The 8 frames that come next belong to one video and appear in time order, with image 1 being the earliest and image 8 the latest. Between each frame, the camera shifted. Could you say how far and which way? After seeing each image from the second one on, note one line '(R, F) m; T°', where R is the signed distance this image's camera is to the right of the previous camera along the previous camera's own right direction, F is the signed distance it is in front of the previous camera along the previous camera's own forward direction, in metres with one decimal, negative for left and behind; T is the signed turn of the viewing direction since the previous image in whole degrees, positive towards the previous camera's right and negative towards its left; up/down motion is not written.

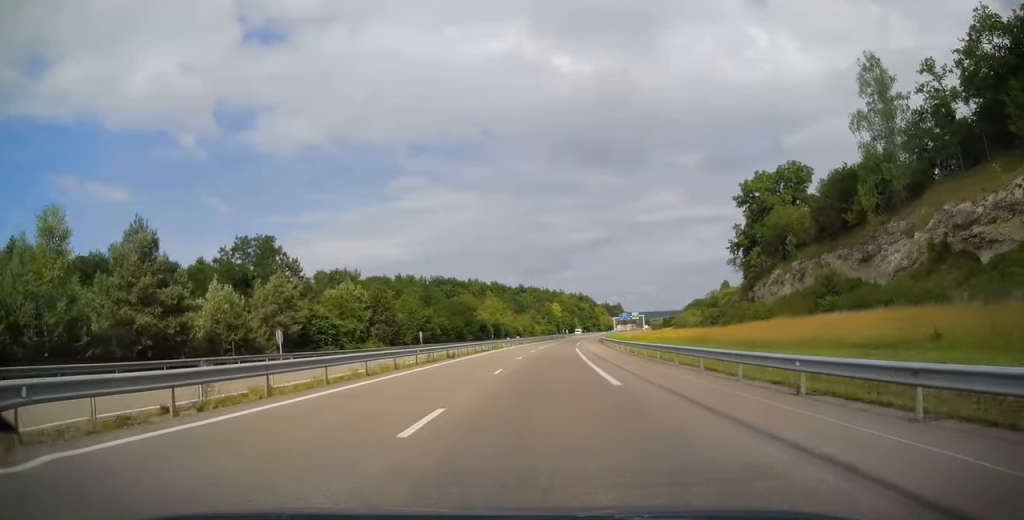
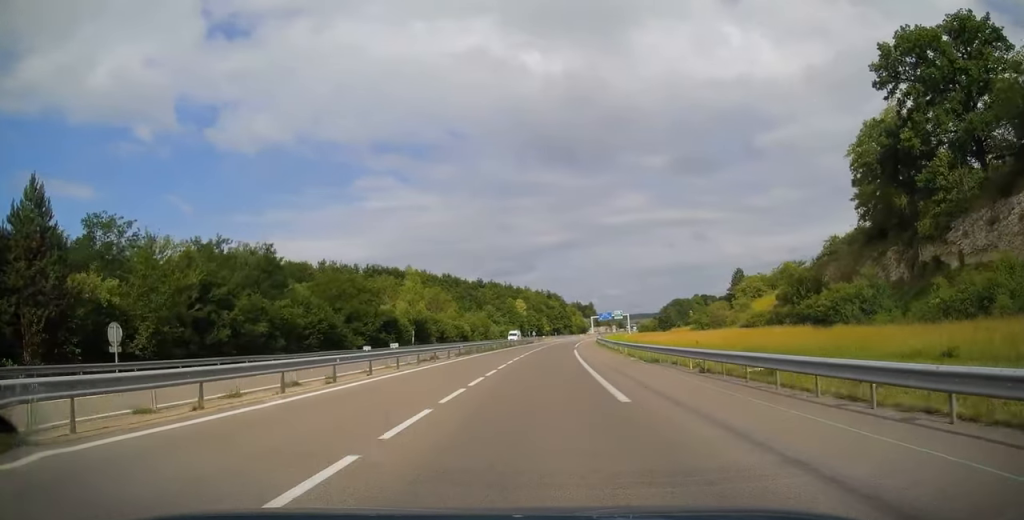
(+1.0, +56.8) m; +3°
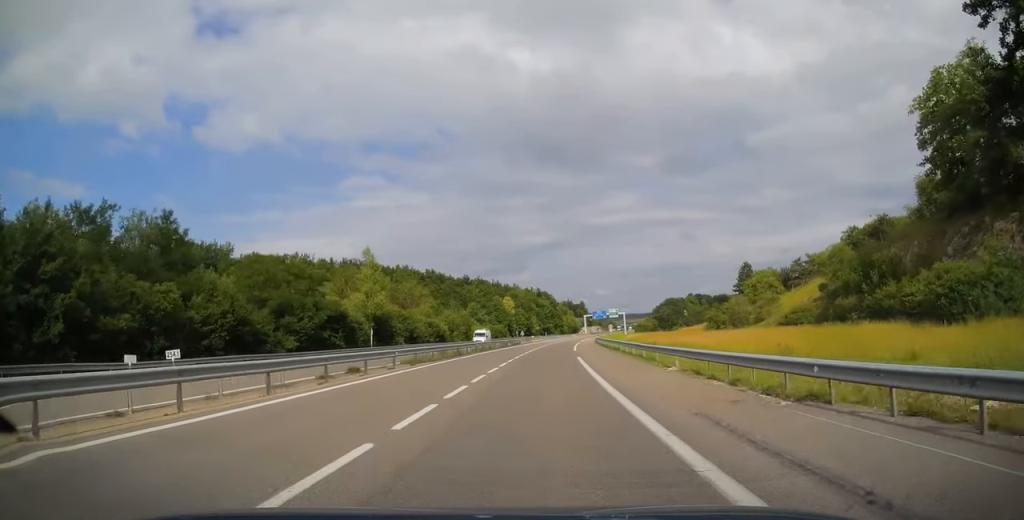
(+0.2, +16.7) m; +1°
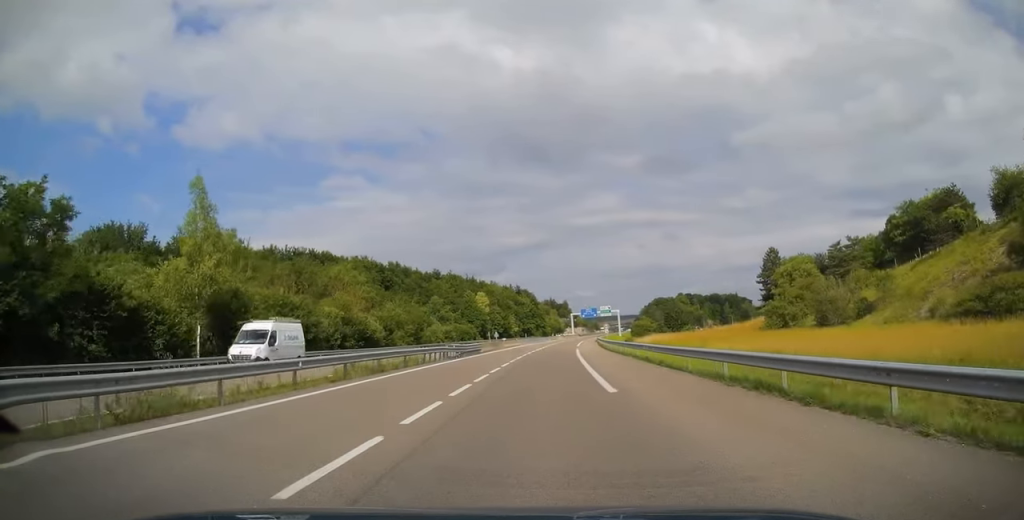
(+0.7, +34.3) m; +2°
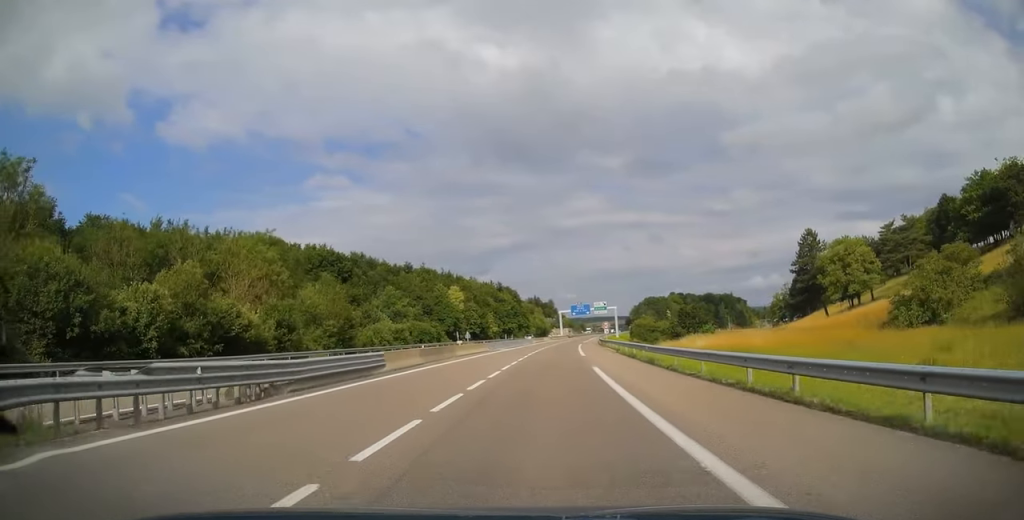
(+0.5, +28.9) m; +2°
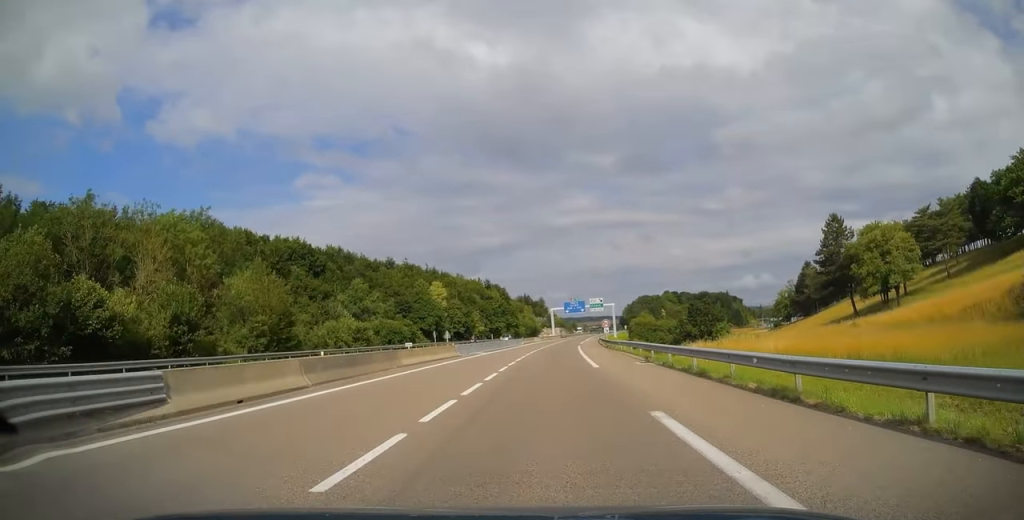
(+0.1, +14.7) m; +1°
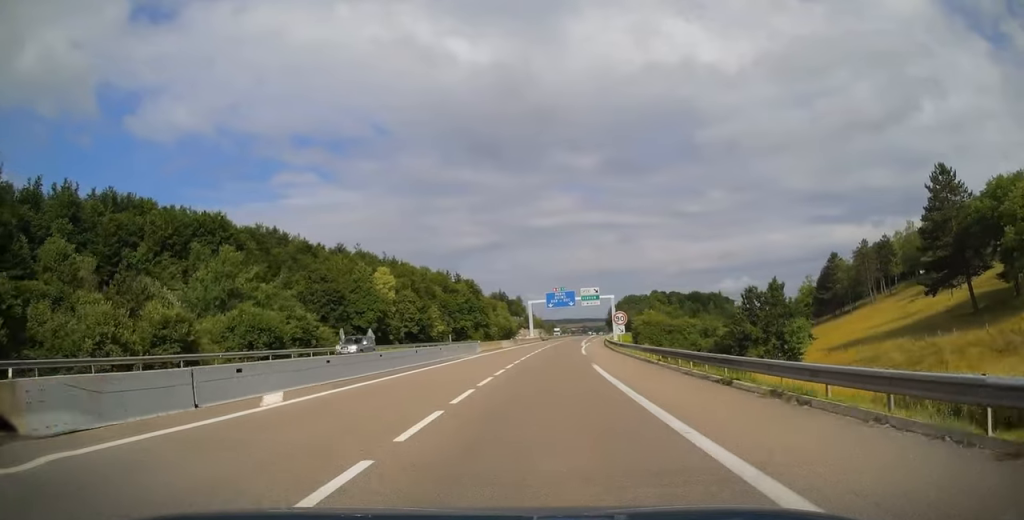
(+0.4, +36.7) m; +2°
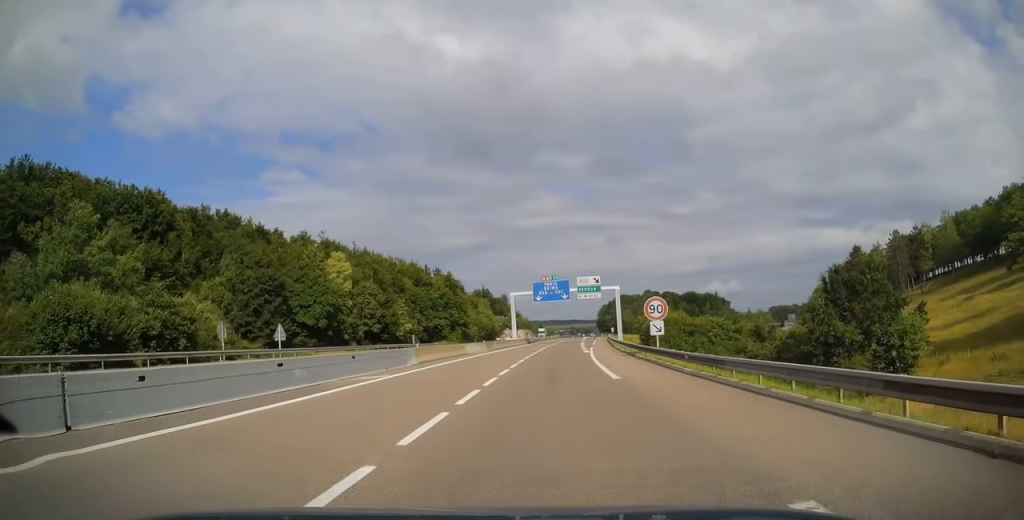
(+0.2, +22.1) m; +1°
